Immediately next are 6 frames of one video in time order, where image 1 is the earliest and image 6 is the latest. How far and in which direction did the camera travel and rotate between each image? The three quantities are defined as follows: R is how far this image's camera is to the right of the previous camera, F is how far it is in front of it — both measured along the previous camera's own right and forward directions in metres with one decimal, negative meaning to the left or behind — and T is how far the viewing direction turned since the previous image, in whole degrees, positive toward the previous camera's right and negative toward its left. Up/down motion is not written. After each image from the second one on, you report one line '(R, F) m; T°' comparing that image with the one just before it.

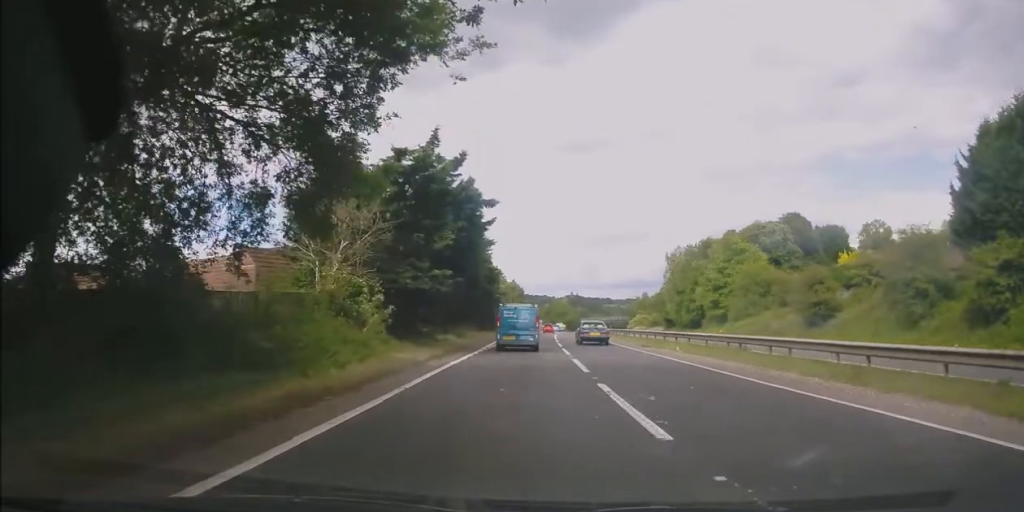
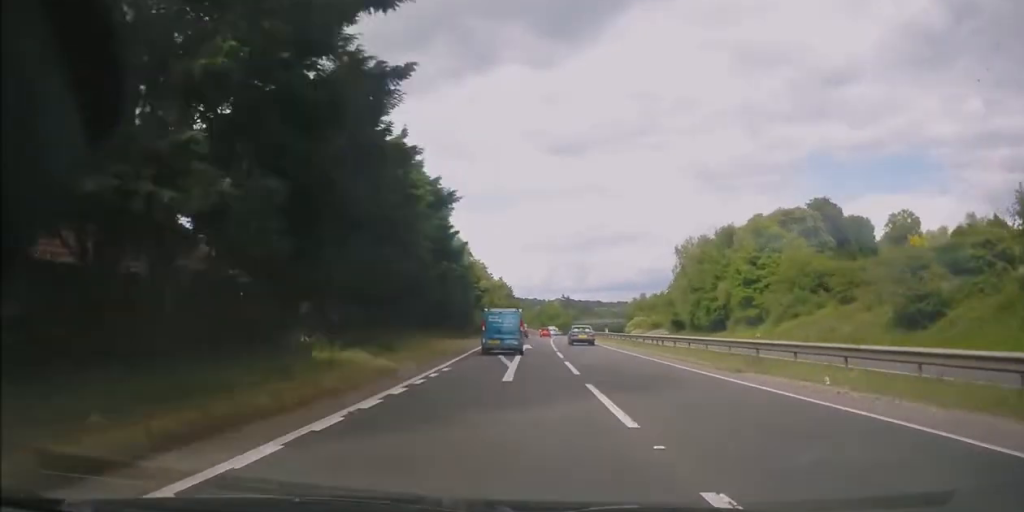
(+0.4, +17.1) m; +1°
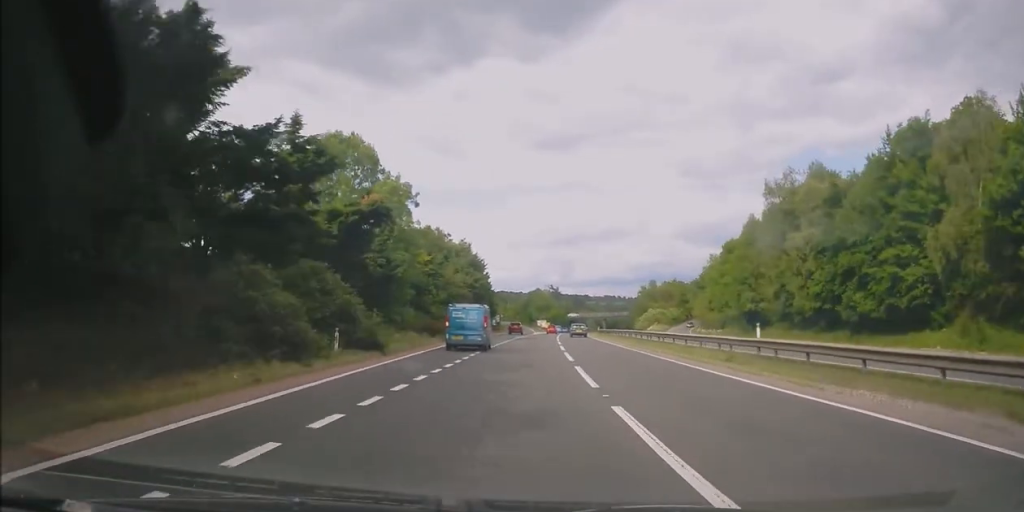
(+0.4, +48.9) m; +2°
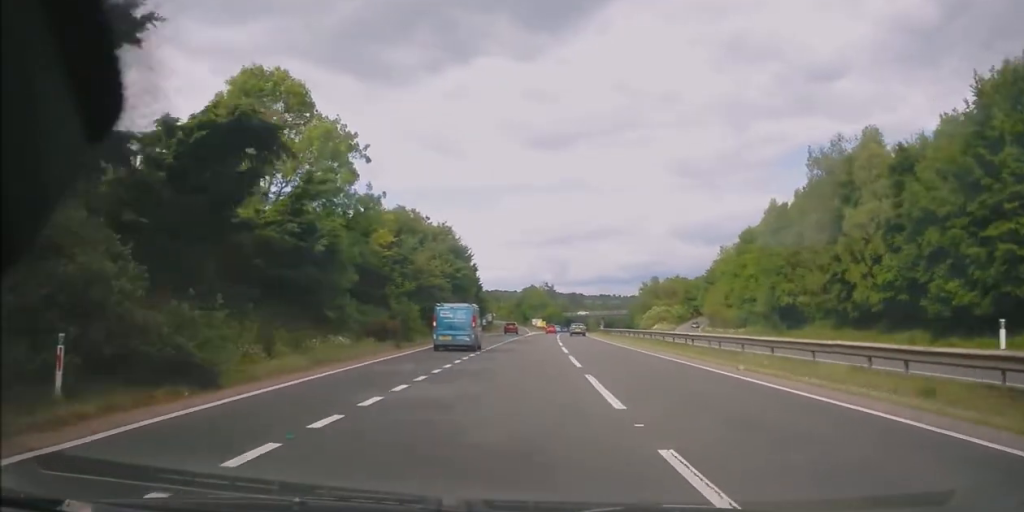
(+0.3, +12.4) m; 0°
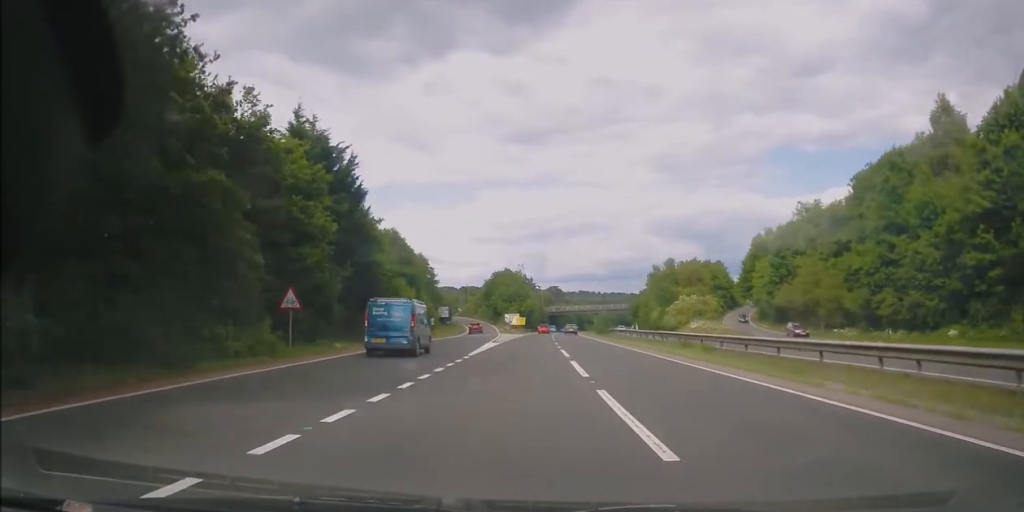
(+0.7, +49.3) m; +1°
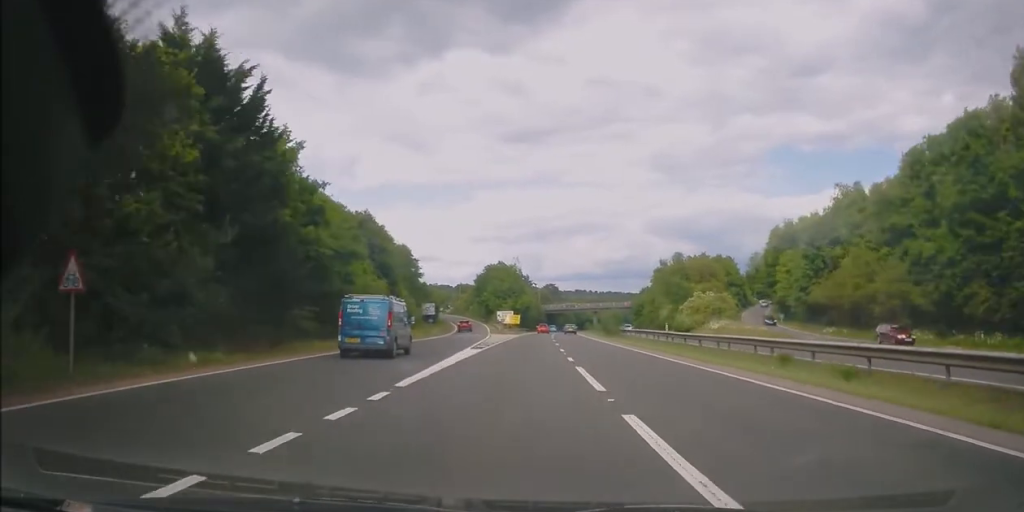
(0.0, +12.8) m; 0°
